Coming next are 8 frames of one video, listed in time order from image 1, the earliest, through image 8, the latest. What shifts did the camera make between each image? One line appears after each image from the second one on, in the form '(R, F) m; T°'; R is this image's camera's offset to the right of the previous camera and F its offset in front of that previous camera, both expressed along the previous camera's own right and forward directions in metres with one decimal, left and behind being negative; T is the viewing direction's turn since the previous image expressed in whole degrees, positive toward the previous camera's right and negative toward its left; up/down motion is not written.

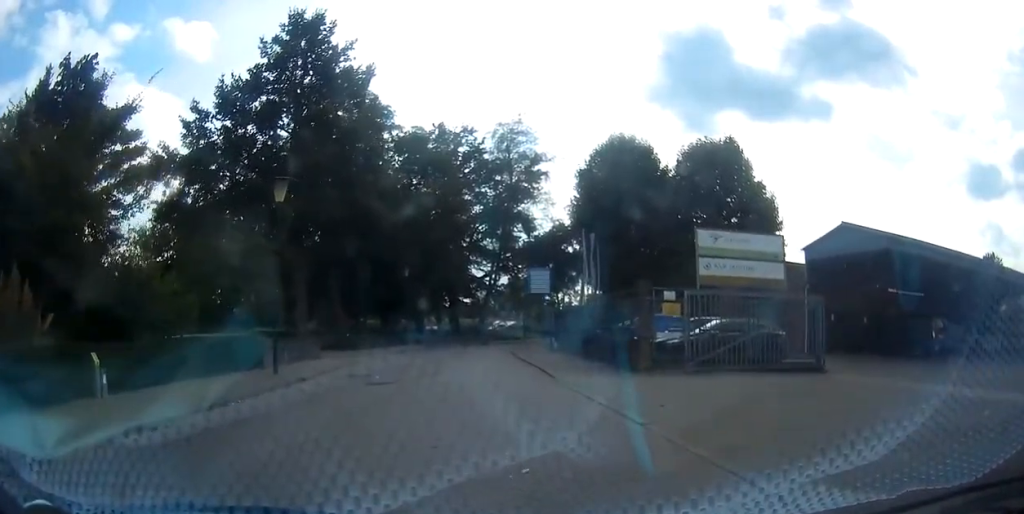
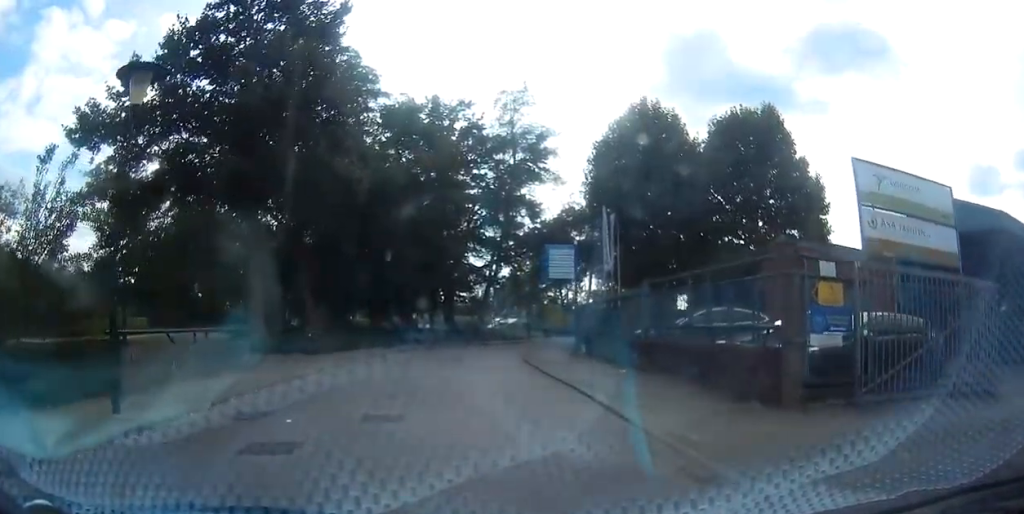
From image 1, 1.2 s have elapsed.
(0.0, +7.0) m; 0°
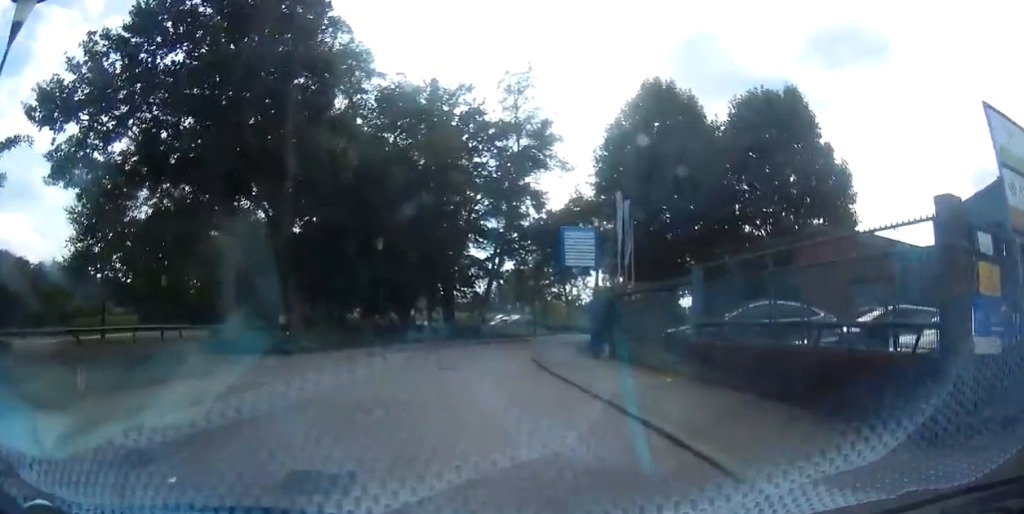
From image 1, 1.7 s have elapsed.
(0.0, +3.1) m; 0°
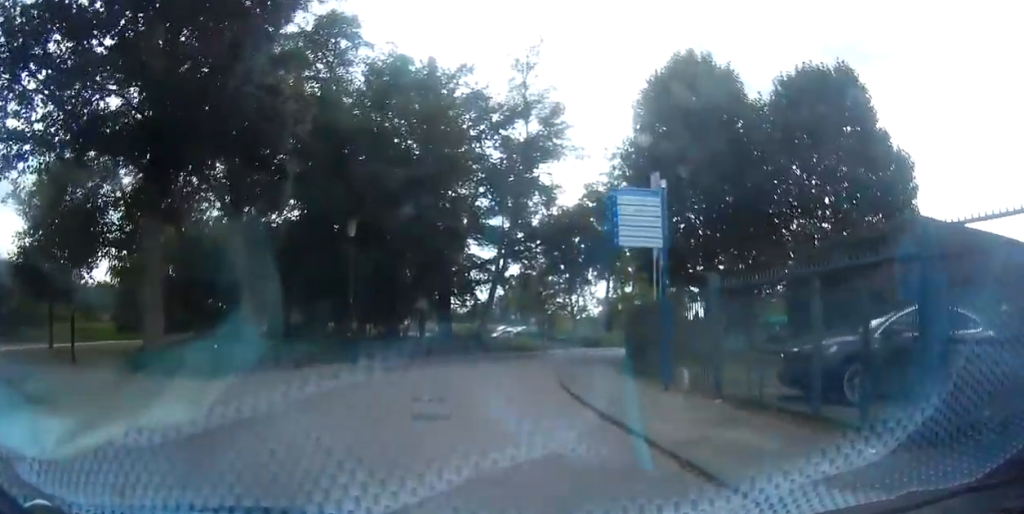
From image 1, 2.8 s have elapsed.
(0.0, +6.2) m; 0°
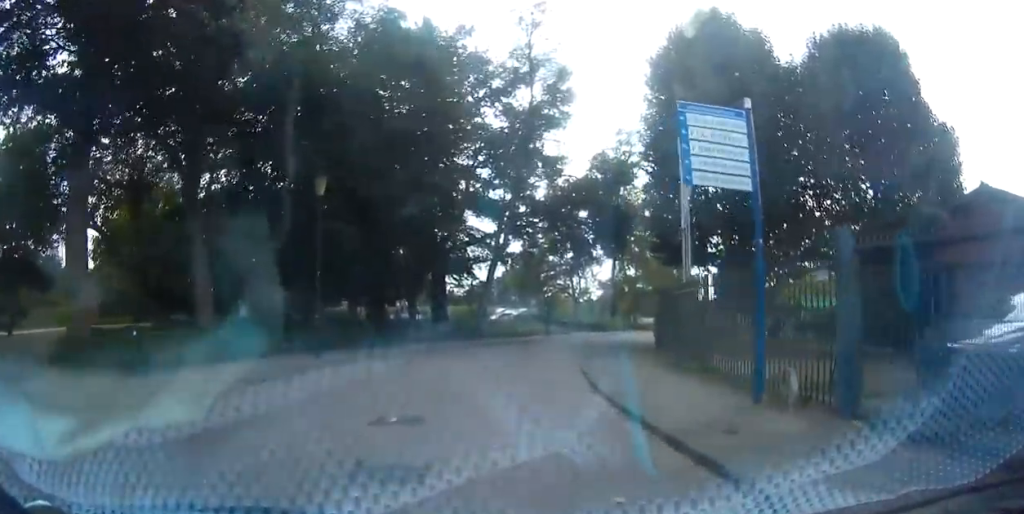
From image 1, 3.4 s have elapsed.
(0.0, +3.9) m; 0°
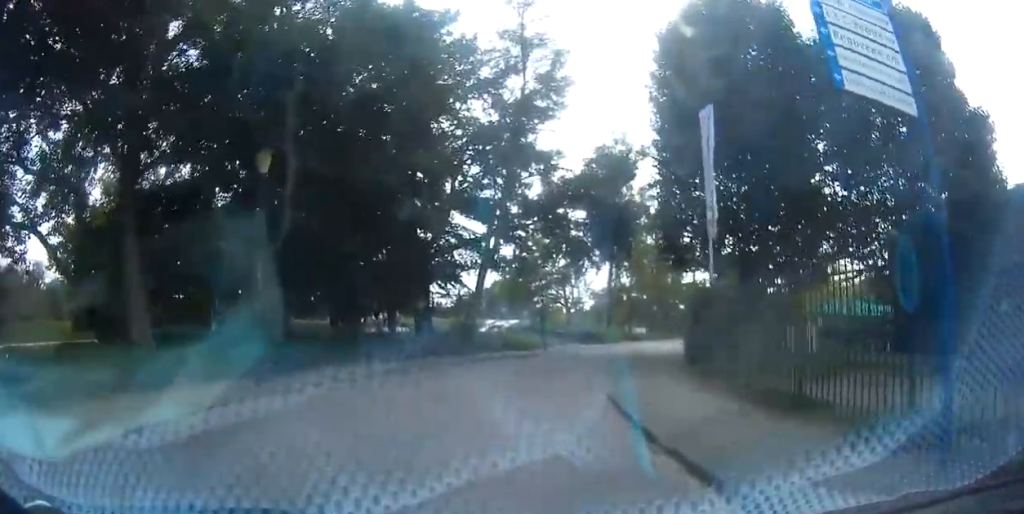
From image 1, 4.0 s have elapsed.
(0.0, +3.8) m; 0°
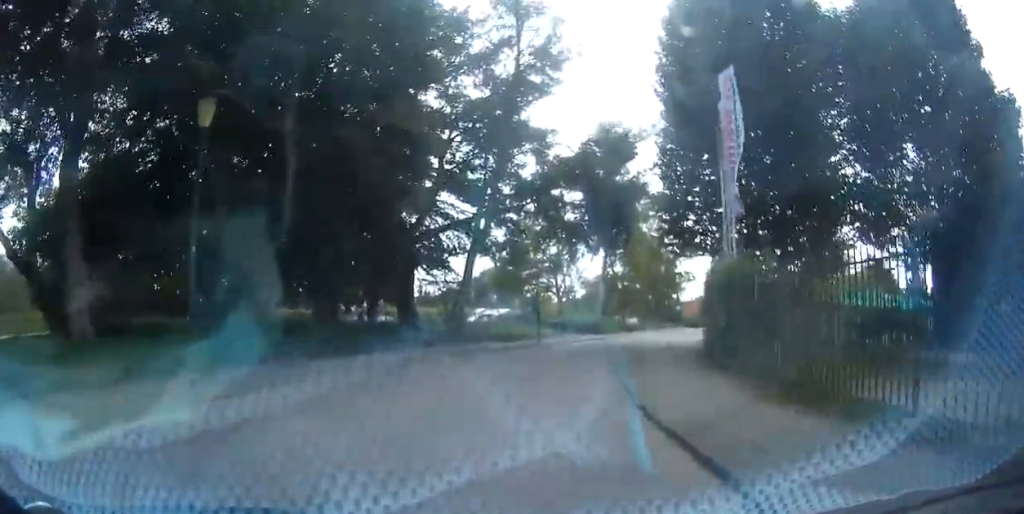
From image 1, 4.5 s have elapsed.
(0.0, +2.6) m; 0°
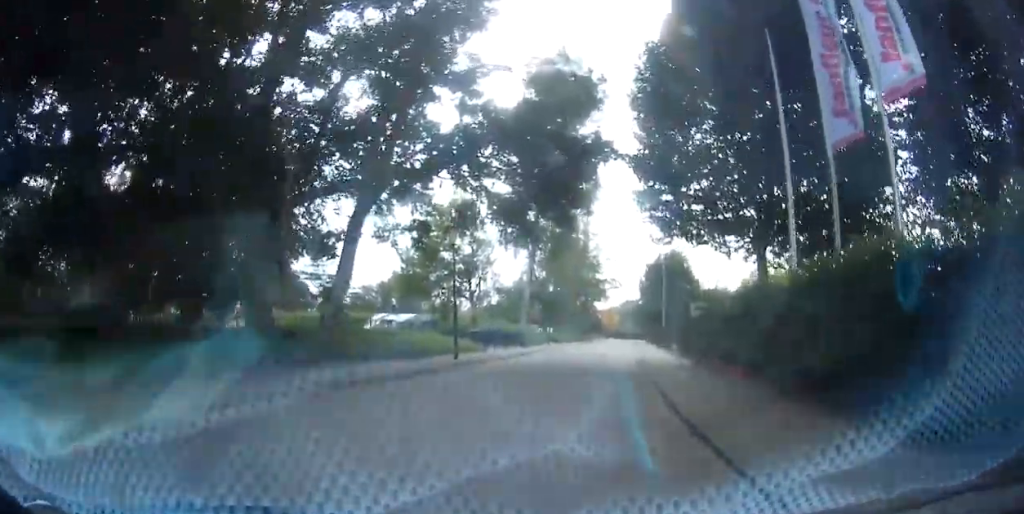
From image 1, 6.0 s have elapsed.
(0.0, +9.7) m; 0°
